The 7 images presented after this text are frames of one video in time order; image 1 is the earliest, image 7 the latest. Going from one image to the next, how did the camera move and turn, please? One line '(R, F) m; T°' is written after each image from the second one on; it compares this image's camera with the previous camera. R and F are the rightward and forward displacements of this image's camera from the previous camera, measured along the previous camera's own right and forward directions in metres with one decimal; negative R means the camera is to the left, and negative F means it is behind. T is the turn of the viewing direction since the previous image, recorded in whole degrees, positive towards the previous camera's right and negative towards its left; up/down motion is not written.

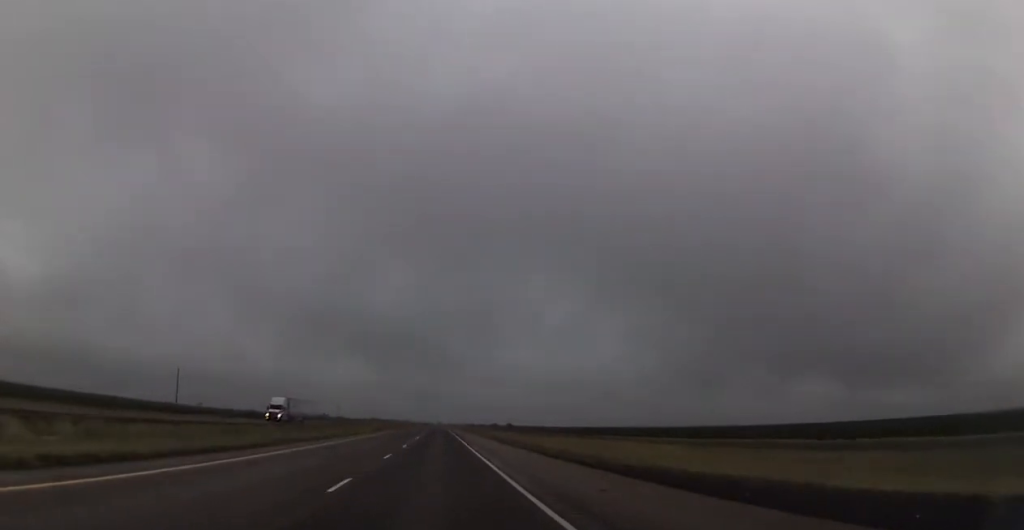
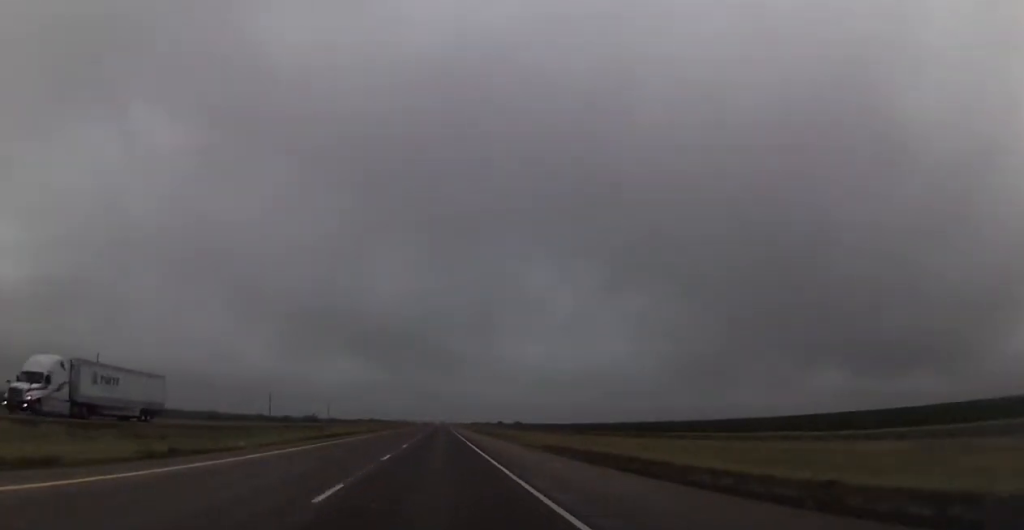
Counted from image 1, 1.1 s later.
(0.0, +38.8) m; 0°
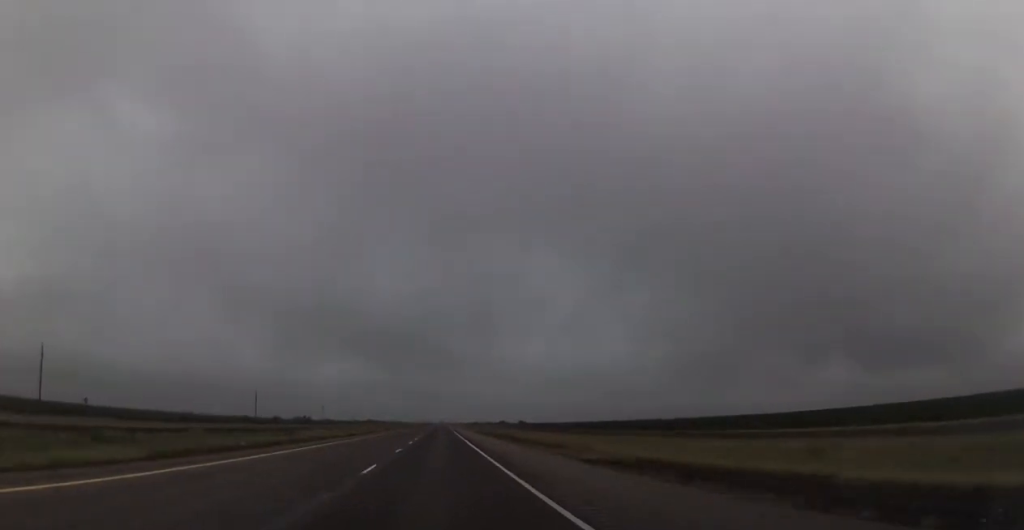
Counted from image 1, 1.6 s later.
(+0.2, +18.2) m; 0°
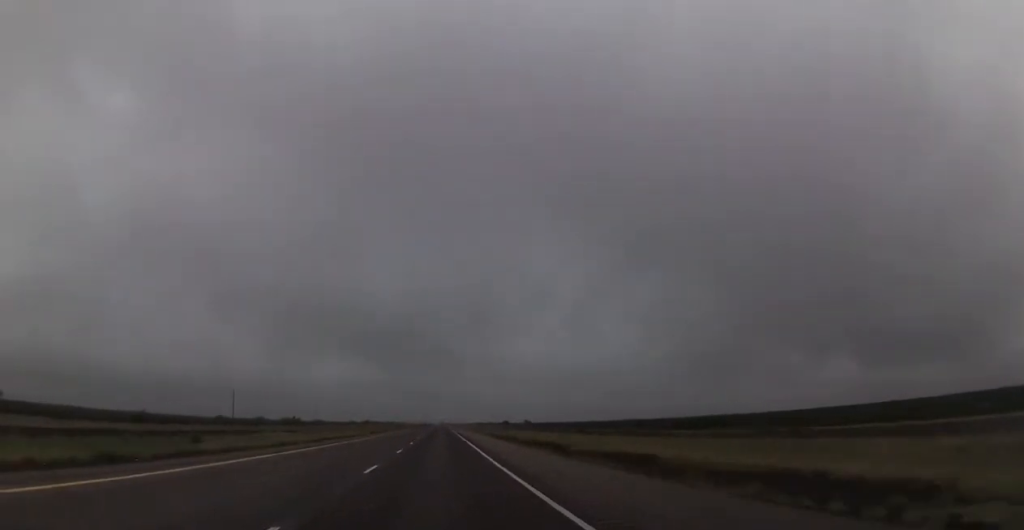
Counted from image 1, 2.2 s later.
(-0.1, +24.2) m; 0°
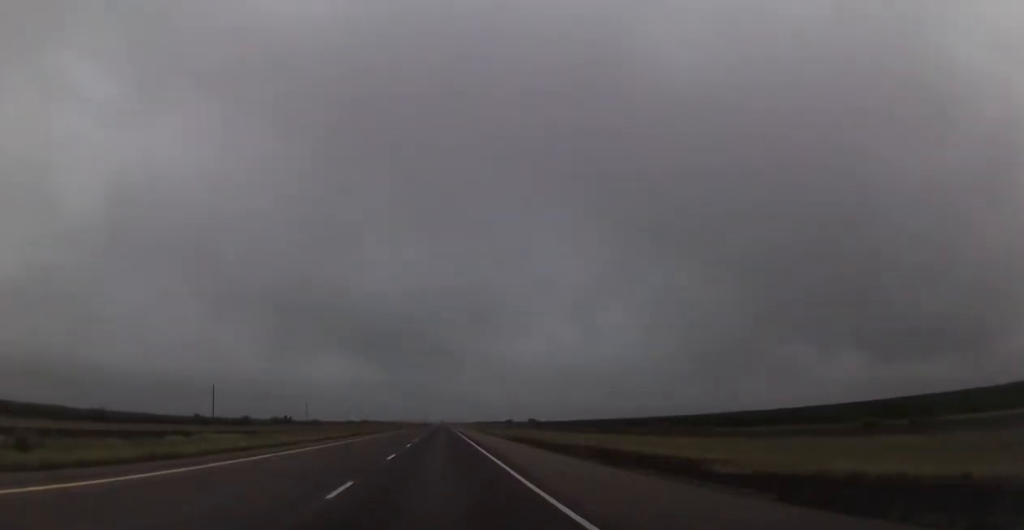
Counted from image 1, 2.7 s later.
(-0.3, +18.2) m; 0°
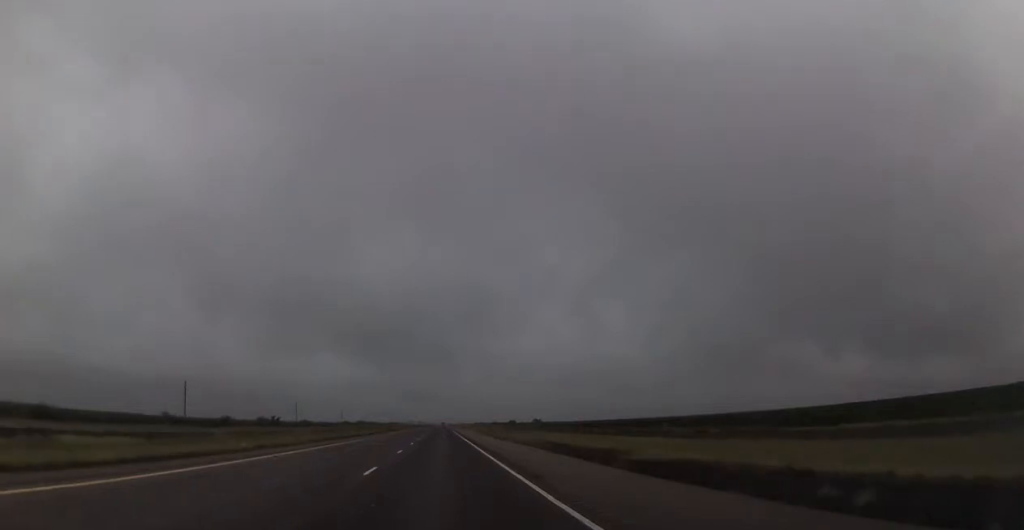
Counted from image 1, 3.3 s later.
(+0.1, +19.4) m; 0°
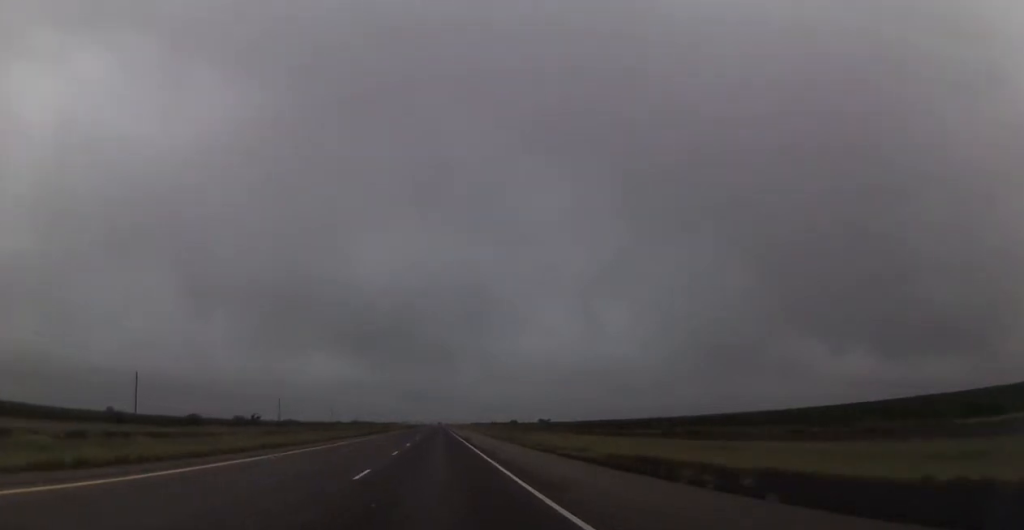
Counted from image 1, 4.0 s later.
(+0.2, +25.5) m; 0°
